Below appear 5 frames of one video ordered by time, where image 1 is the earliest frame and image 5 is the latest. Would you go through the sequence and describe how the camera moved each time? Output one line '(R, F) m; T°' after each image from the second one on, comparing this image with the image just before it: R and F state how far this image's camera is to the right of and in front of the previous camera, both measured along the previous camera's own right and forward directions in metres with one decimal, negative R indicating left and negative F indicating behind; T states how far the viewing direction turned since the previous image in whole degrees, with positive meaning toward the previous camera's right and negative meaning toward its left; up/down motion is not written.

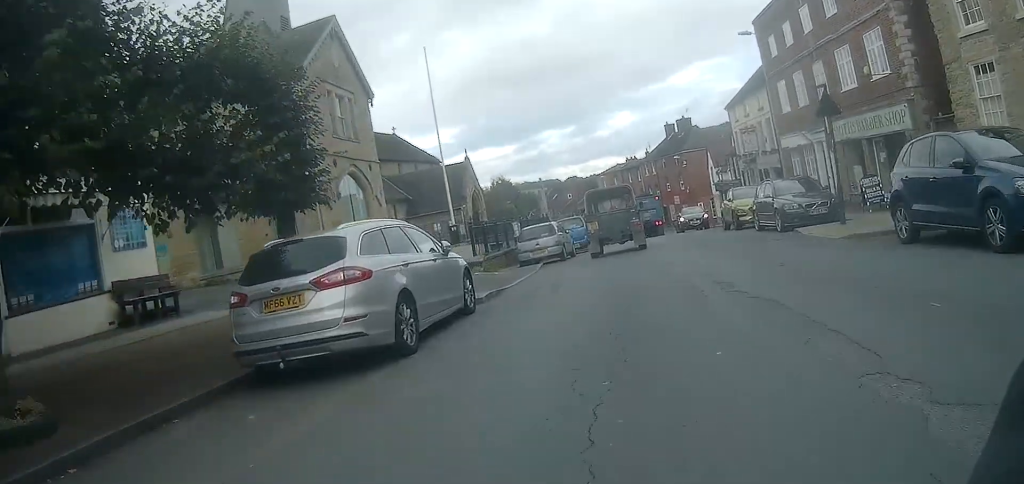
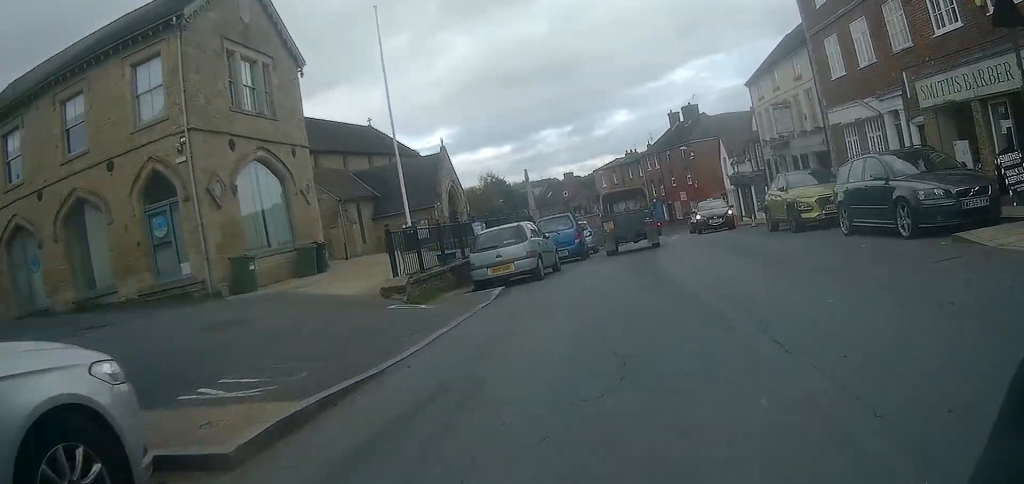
(+0.1, +7.6) m; +1°
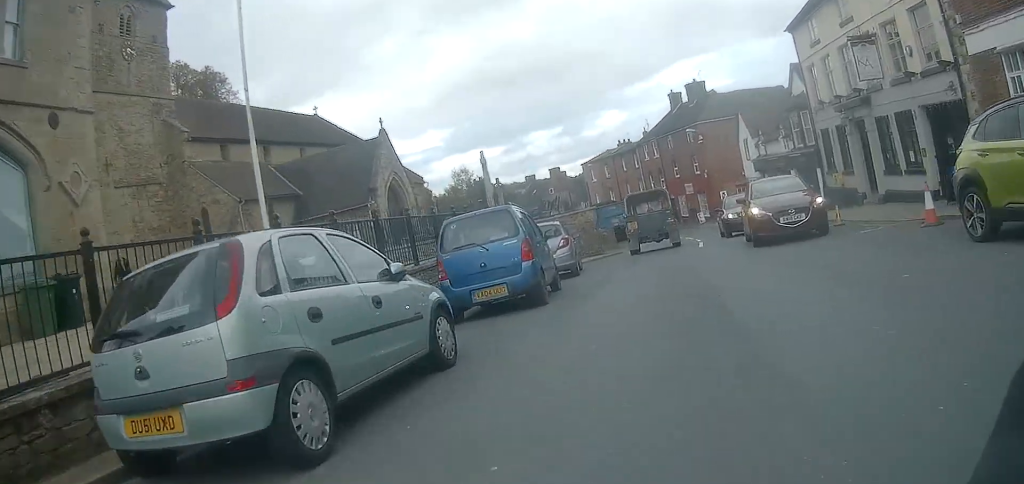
(-0.3, +11.2) m; 0°
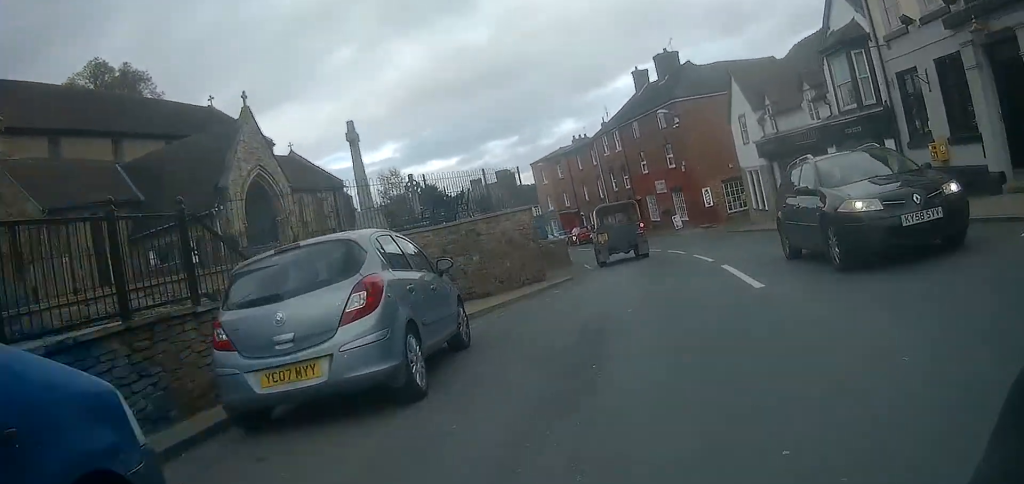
(+0.7, +10.8) m; +5°
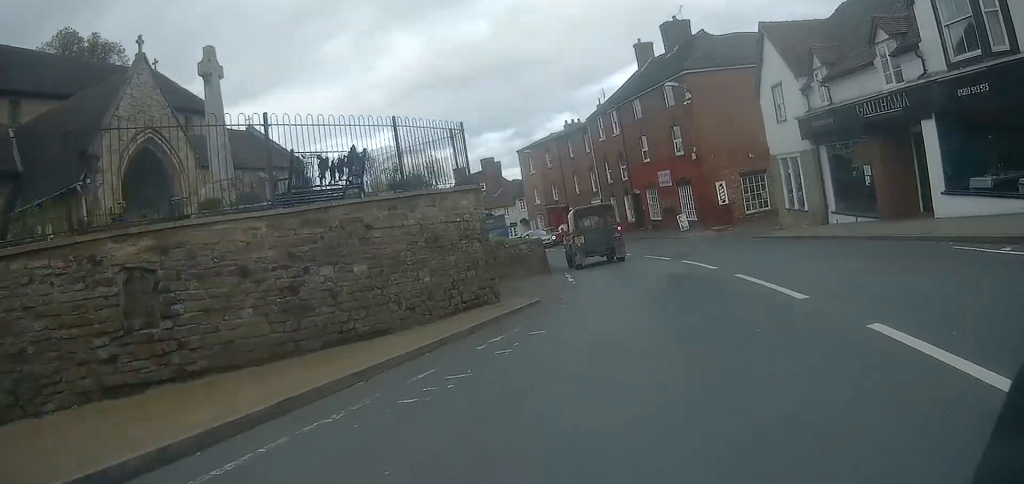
(+0.1, +7.0) m; 0°
